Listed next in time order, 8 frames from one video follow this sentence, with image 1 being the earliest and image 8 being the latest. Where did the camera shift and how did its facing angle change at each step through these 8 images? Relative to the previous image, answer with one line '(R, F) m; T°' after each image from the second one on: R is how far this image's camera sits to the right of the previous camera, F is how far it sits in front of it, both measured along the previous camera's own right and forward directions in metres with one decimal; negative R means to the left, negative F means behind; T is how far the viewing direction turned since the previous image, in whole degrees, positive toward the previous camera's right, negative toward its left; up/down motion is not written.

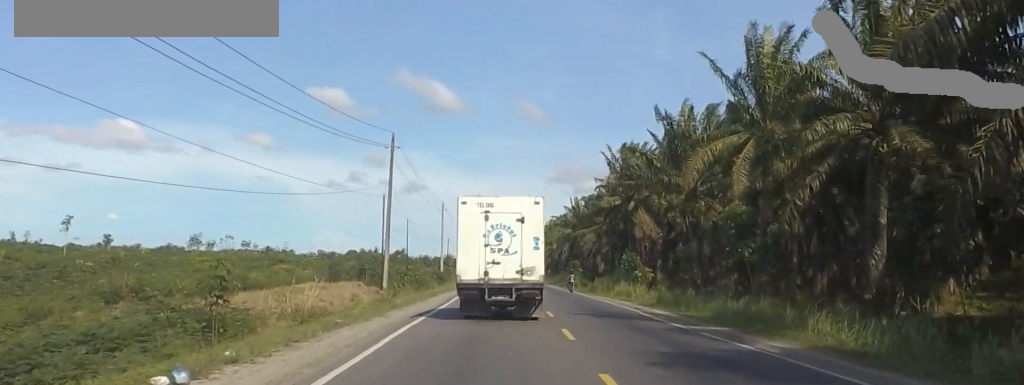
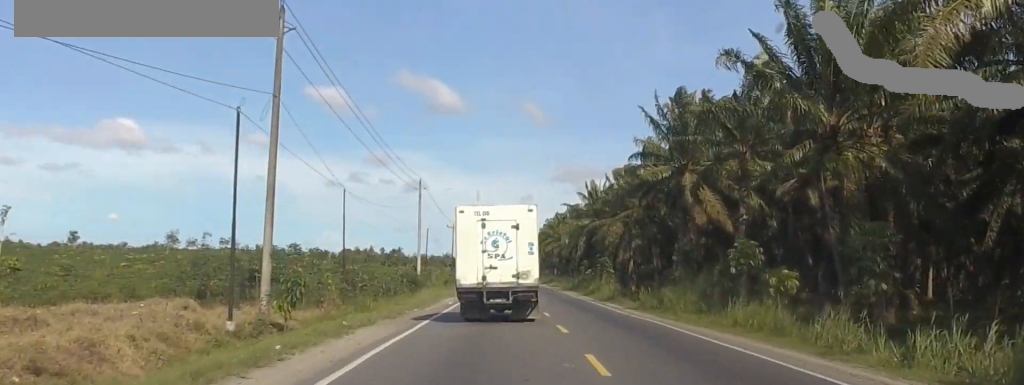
(-1.1, +29.6) m; -2°
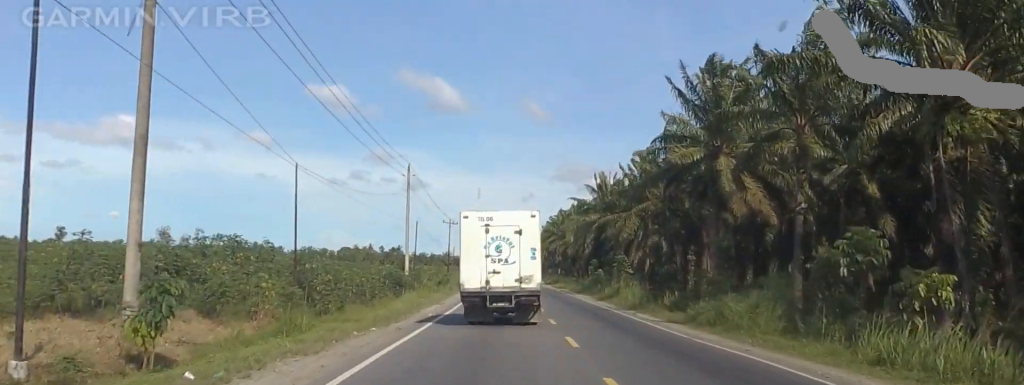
(0.0, +10.8) m; +1°
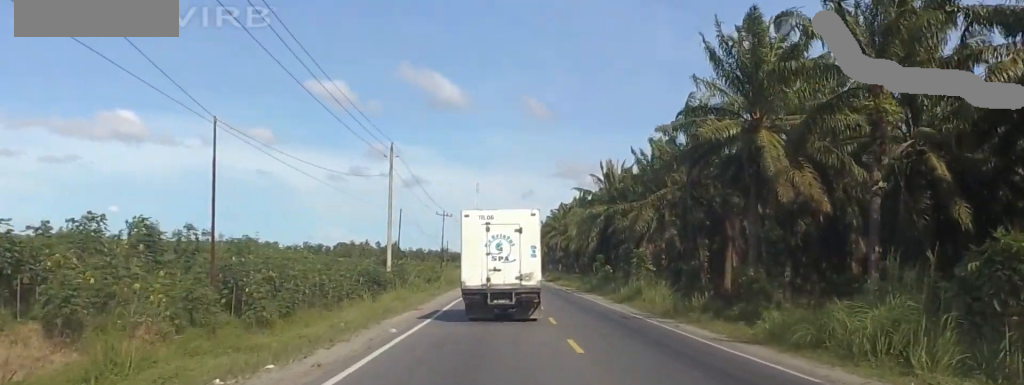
(+0.2, +9.6) m; +1°
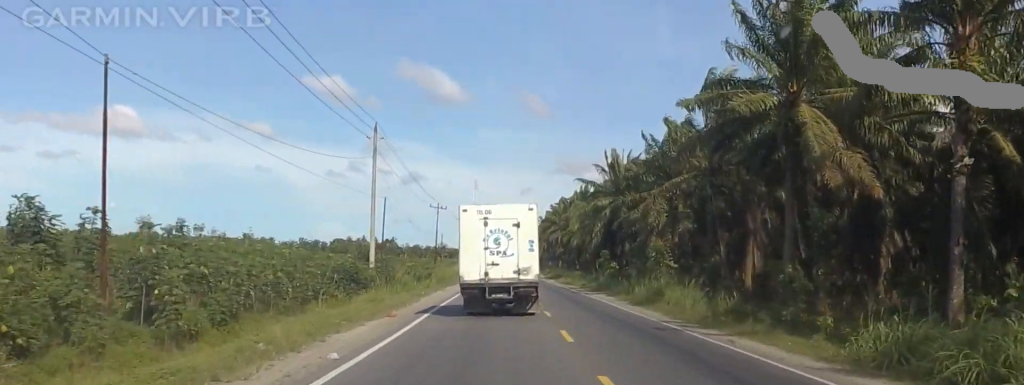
(+0.1, +6.8) m; +1°
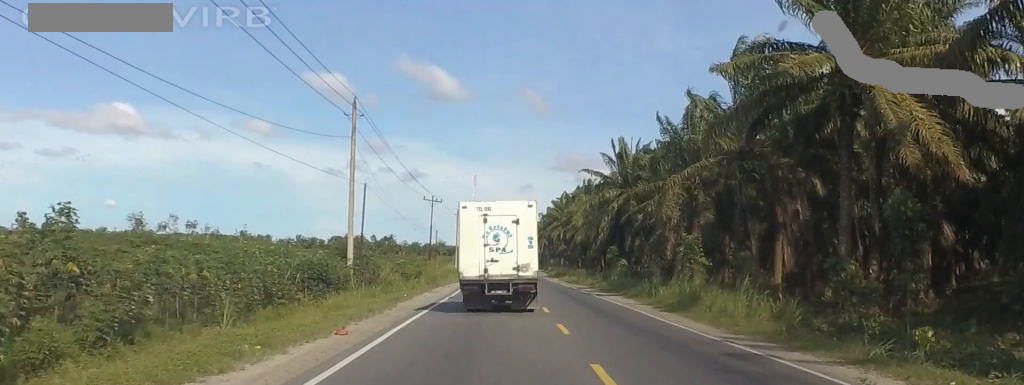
(0.0, +7.3) m; 0°
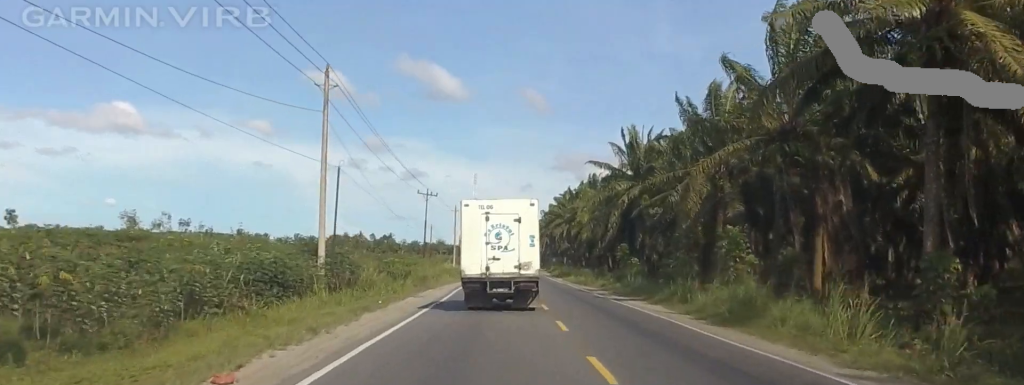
(0.0, +7.3) m; 0°
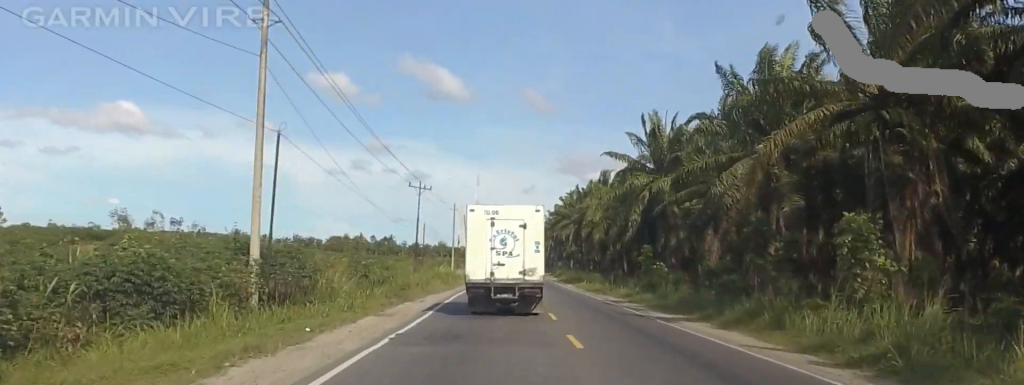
(0.0, +10.7) m; 0°
